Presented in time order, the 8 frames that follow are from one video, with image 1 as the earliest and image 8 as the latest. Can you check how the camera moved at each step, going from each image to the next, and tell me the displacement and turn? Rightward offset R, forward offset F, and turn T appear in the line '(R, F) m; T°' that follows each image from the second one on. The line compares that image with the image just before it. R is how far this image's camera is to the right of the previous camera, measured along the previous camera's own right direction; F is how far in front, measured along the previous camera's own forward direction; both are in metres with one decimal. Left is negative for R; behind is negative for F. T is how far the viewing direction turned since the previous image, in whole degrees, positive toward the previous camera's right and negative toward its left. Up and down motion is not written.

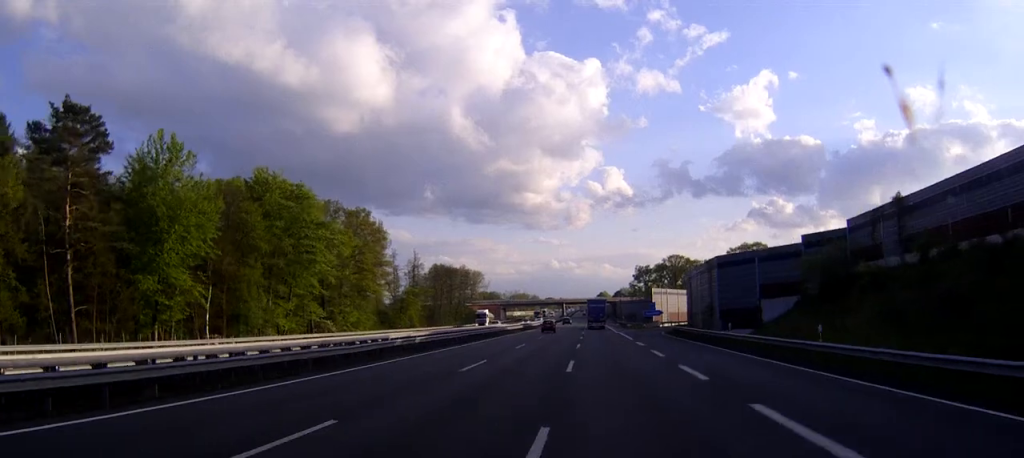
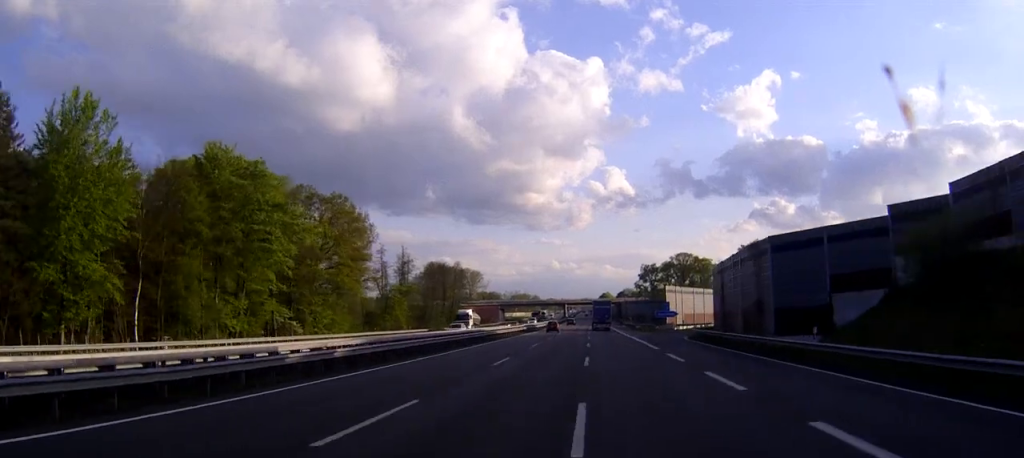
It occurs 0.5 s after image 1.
(0.0, +14.4) m; 0°
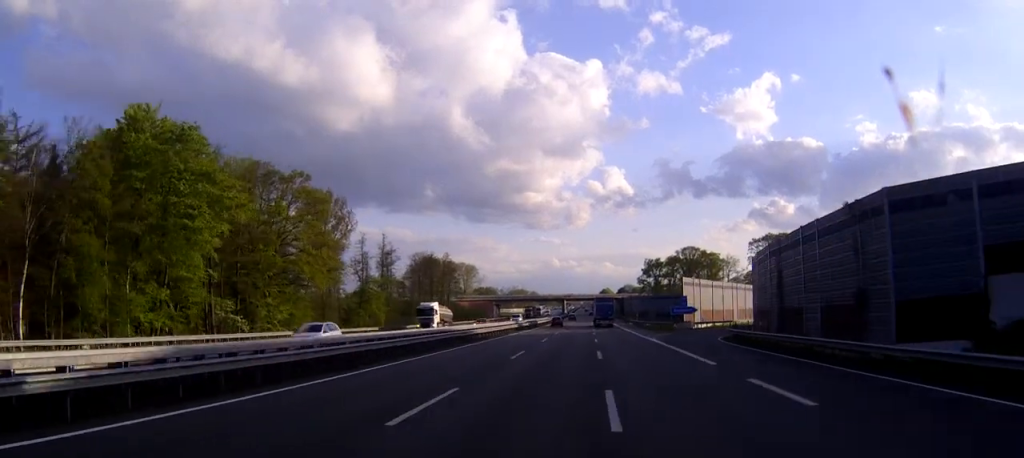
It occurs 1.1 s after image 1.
(0.0, +16.3) m; 0°
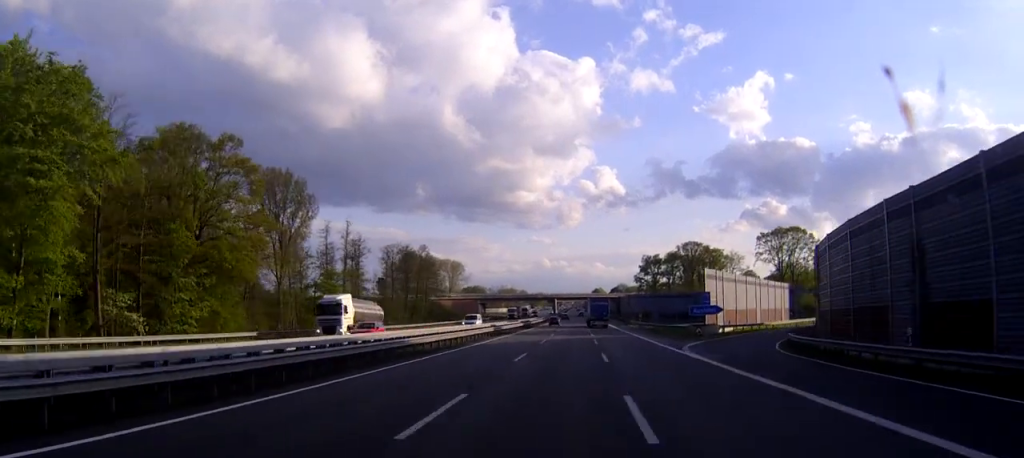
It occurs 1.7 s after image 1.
(0.0, +19.2) m; 0°
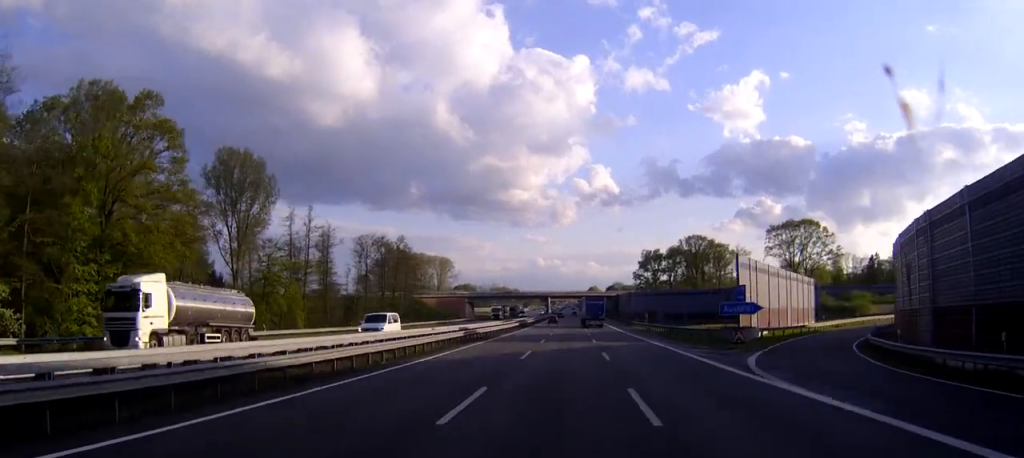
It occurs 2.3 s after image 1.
(+0.1, +16.3) m; 0°
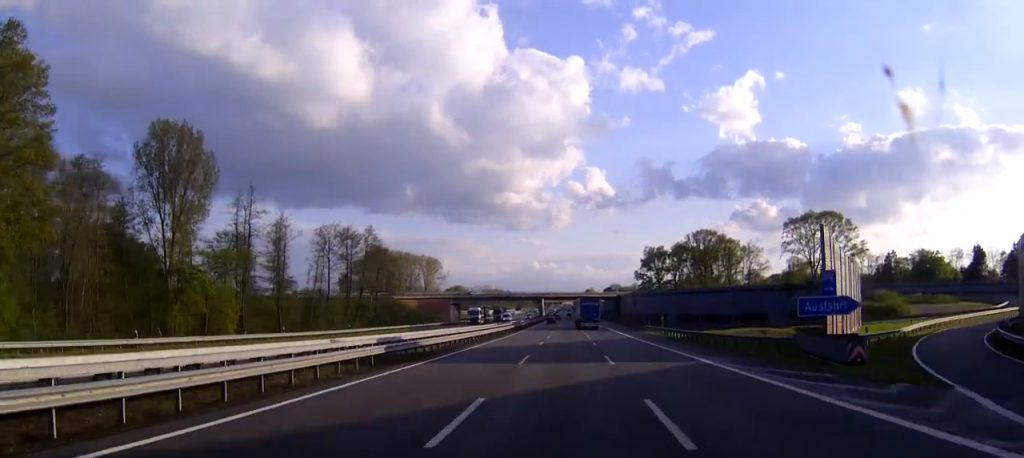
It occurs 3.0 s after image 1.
(+0.1, +20.1) m; 0°
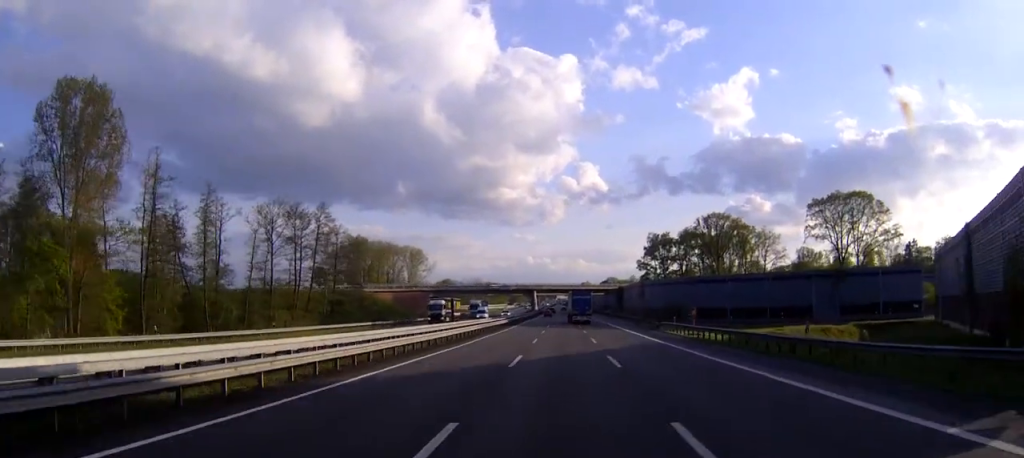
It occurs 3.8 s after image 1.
(+0.1, +21.9) m; 0°
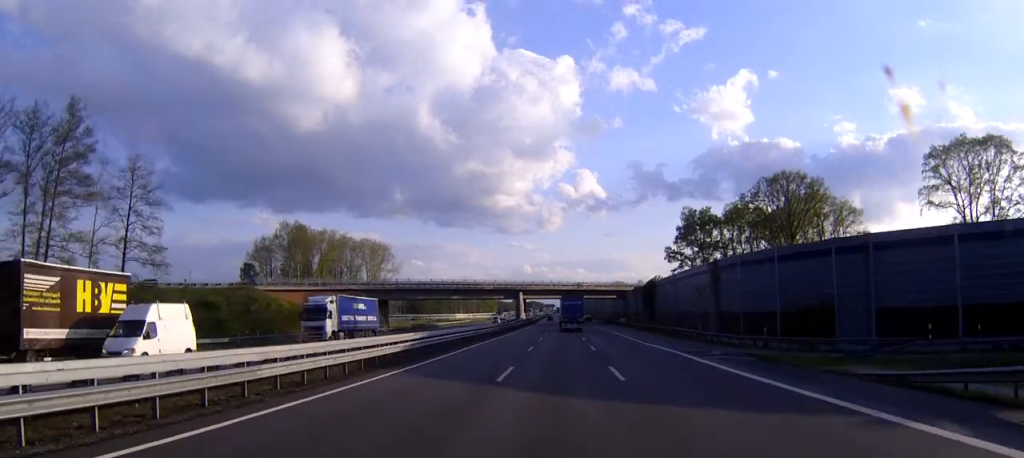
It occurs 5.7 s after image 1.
(+0.3, +56.5) m; 0°
